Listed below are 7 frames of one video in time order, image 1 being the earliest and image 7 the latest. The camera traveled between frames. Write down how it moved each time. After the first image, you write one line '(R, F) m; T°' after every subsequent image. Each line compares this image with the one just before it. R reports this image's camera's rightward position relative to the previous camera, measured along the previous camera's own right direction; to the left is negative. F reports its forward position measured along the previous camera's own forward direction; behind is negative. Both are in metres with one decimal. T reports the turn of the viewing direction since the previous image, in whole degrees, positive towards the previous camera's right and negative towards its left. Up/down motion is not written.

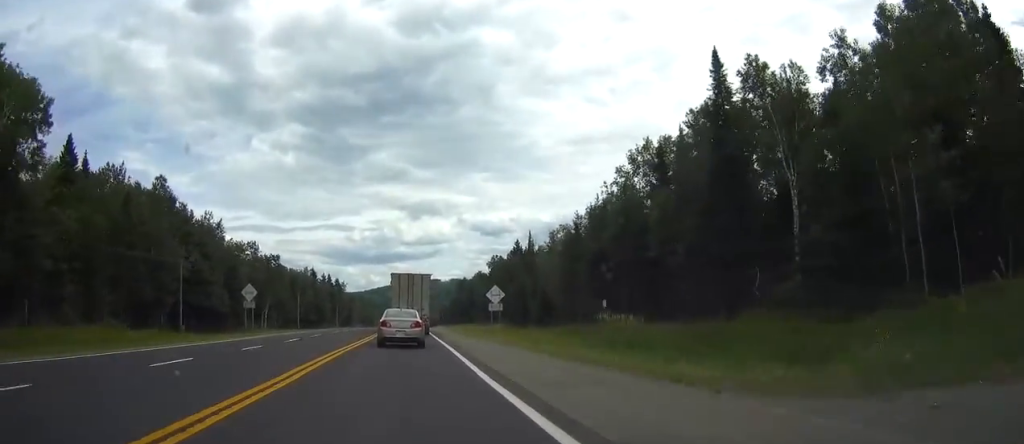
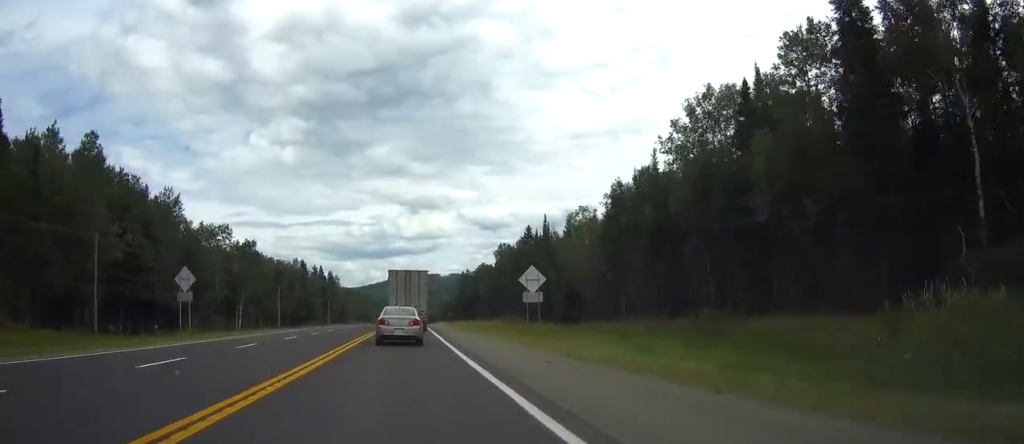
(-0.1, +18.3) m; 0°
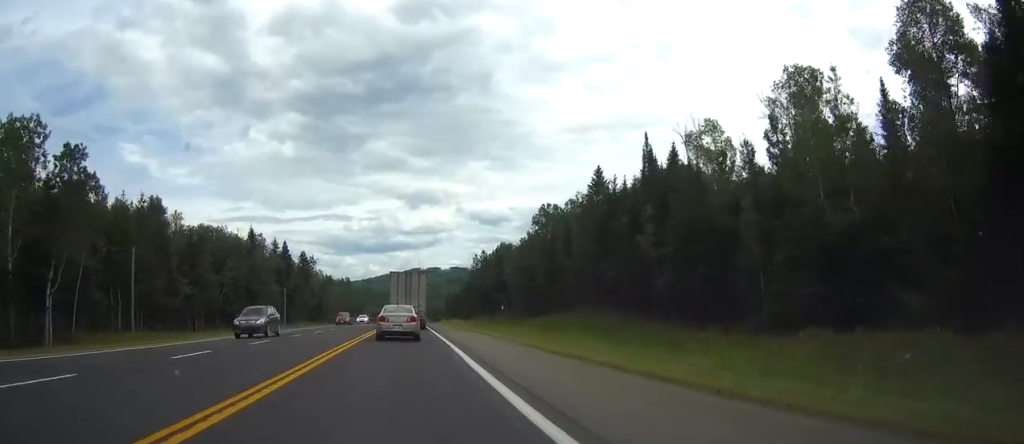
(+0.3, +59.5) m; 0°
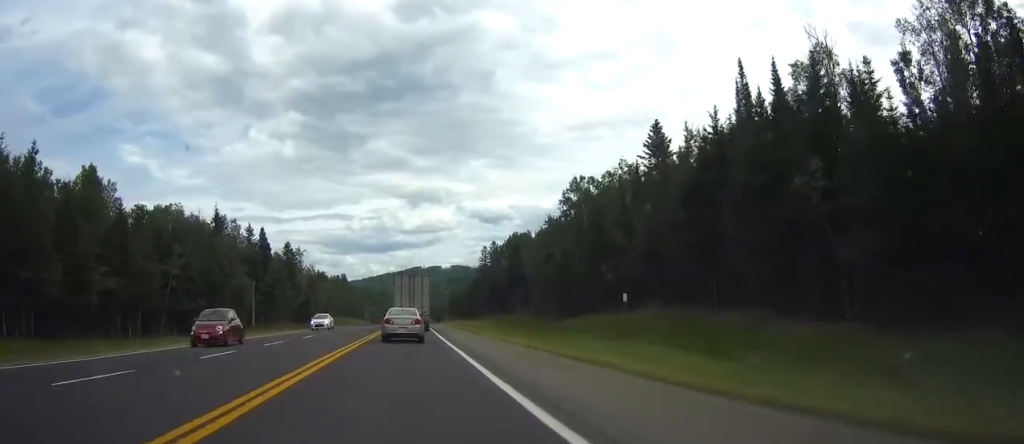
(0.0, +23.9) m; 0°
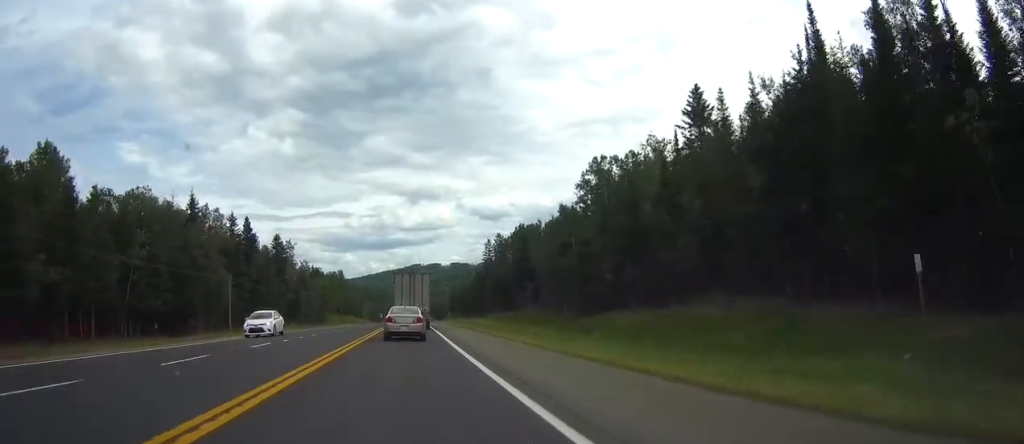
(0.0, +11.6) m; 0°
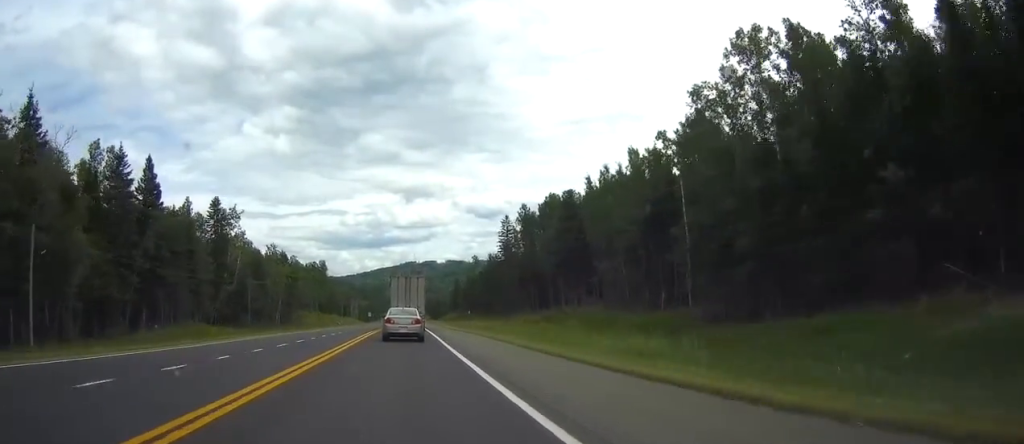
(+0.1, +43.3) m; 0°
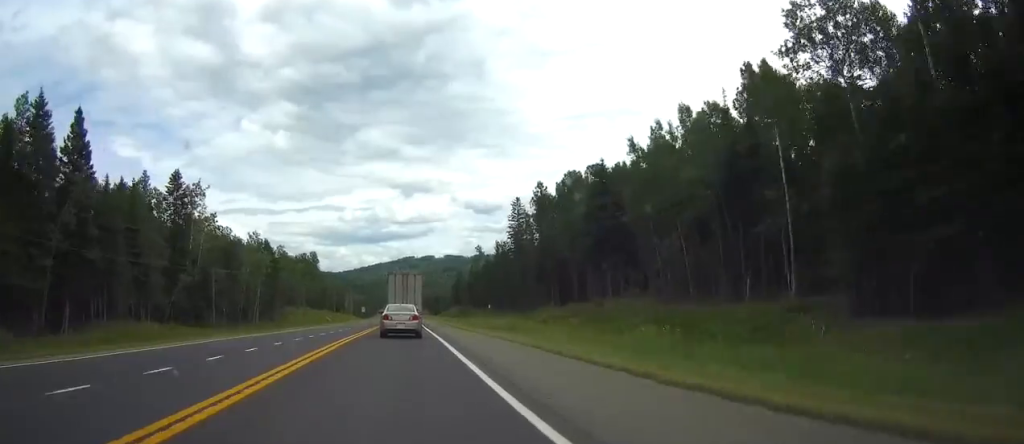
(+0.1, +17.3) m; 0°
